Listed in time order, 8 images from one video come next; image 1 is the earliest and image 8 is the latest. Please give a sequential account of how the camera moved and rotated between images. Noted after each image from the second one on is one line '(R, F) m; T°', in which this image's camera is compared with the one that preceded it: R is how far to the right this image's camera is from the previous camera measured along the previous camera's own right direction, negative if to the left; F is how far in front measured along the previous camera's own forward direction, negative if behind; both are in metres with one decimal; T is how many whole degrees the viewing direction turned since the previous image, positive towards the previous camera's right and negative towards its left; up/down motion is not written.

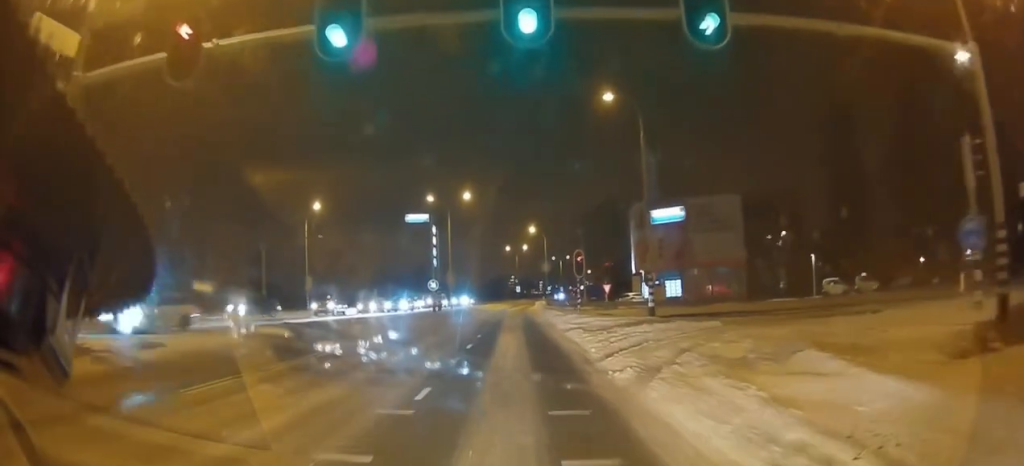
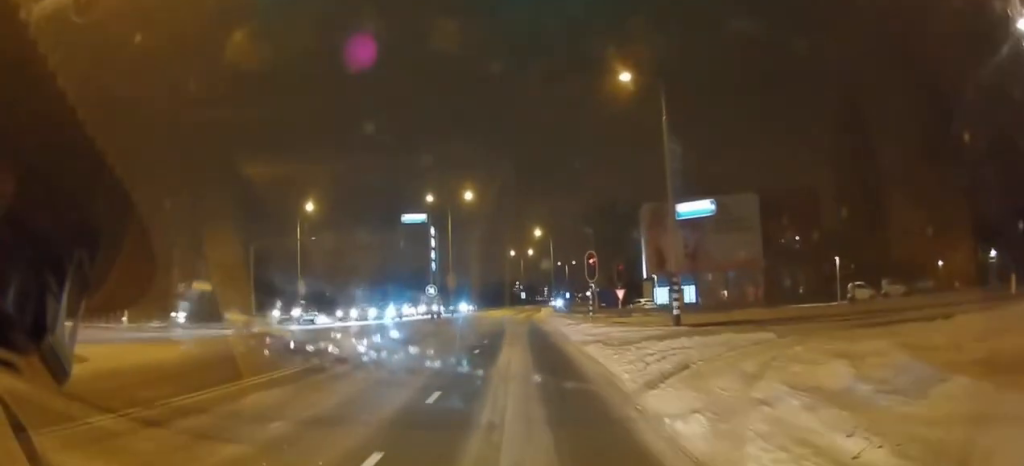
(+0.3, +3.6) m; -1°
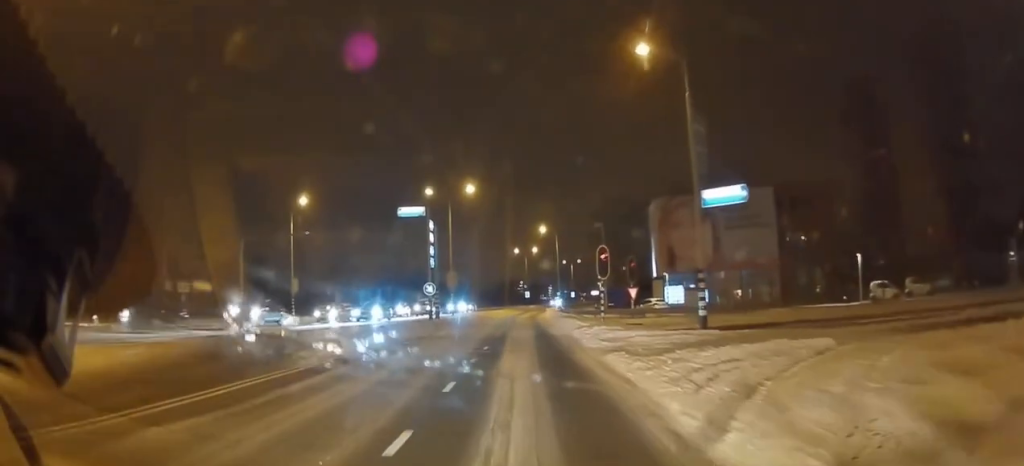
(+0.1, +2.7) m; -1°
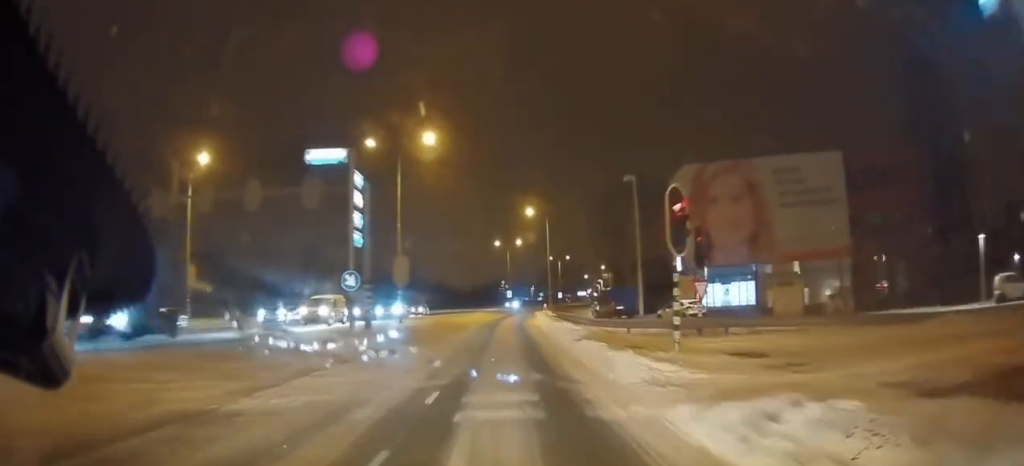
(-0.3, +15.0) m; +2°
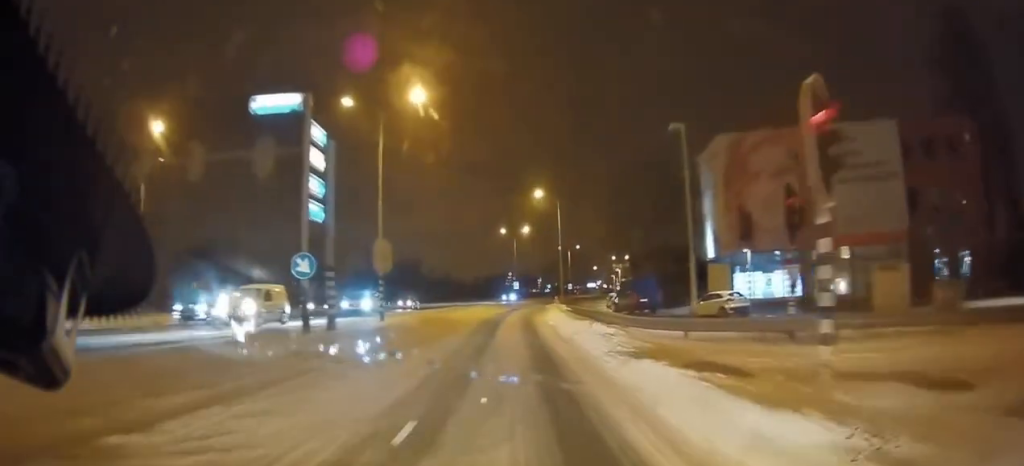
(0.0, +6.5) m; 0°
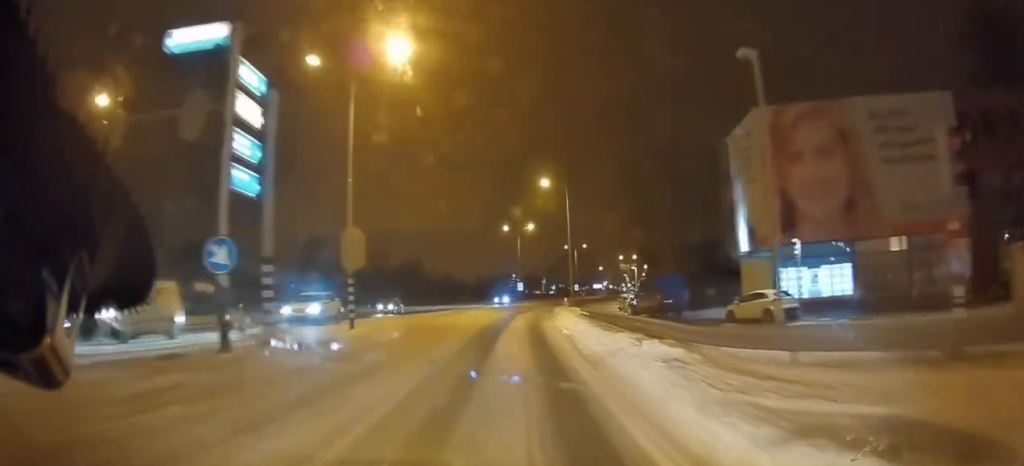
(0.0, +5.8) m; -1°
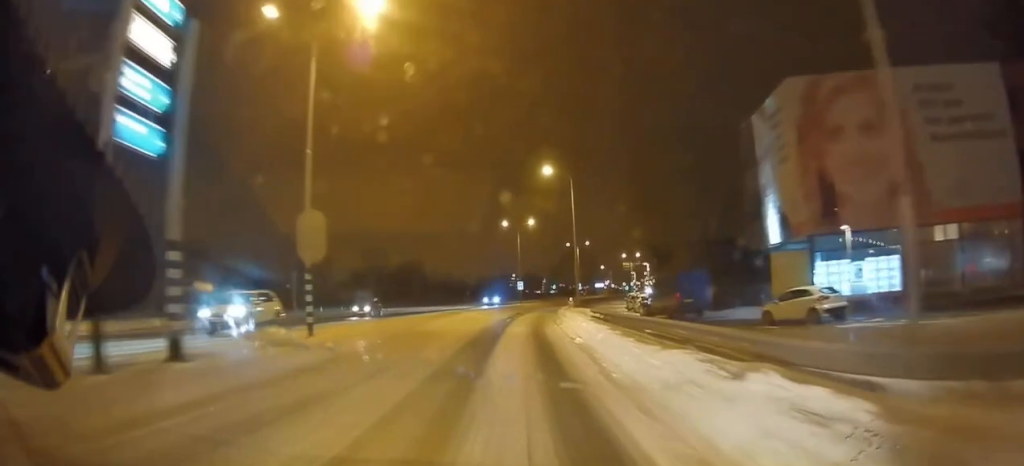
(0.0, +4.9) m; -1°
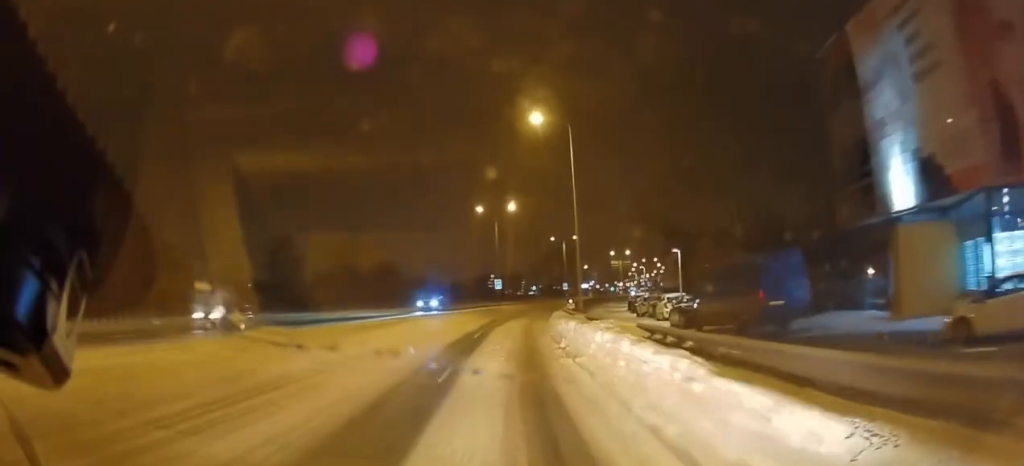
(-0.5, +13.0) m; -2°
